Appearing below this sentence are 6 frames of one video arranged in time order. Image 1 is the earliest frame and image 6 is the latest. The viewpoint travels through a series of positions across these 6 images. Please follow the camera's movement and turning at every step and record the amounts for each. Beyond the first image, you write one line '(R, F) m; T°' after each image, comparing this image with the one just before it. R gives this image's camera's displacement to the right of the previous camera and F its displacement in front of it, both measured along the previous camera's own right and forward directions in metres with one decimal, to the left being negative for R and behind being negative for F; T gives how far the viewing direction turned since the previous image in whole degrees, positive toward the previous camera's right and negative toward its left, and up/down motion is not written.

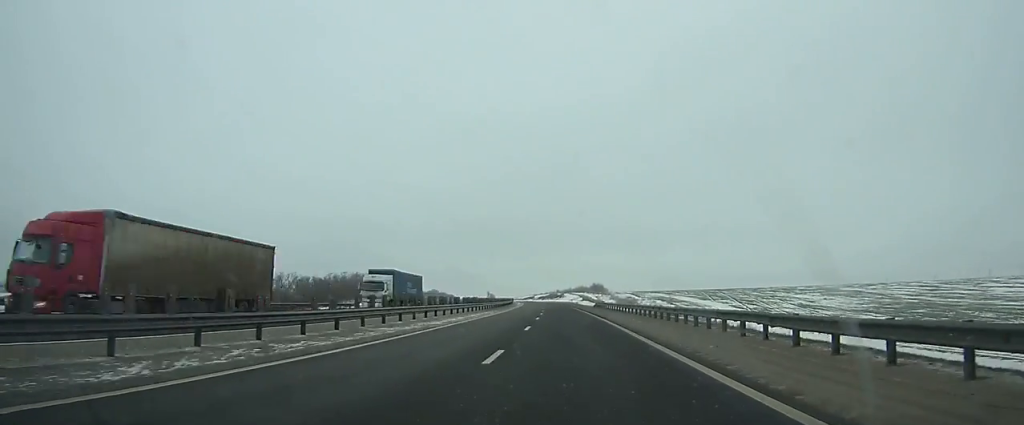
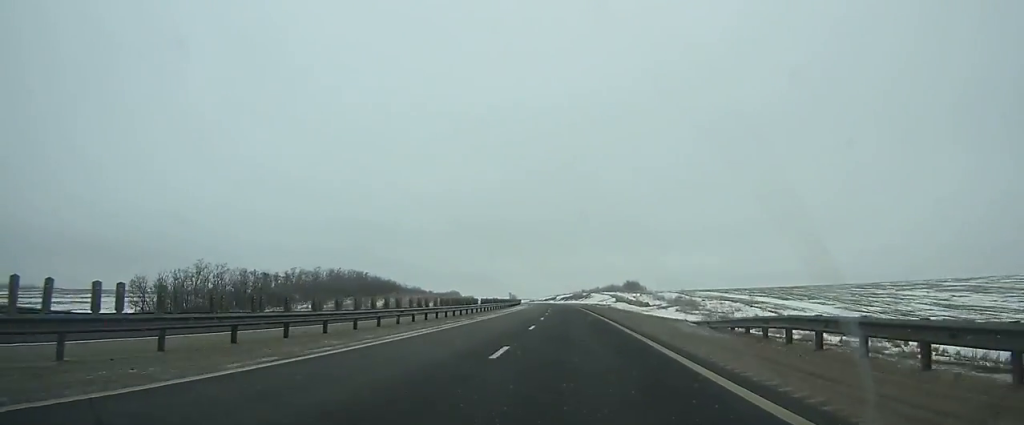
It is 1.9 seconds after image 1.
(-0.8, +57.8) m; -2°
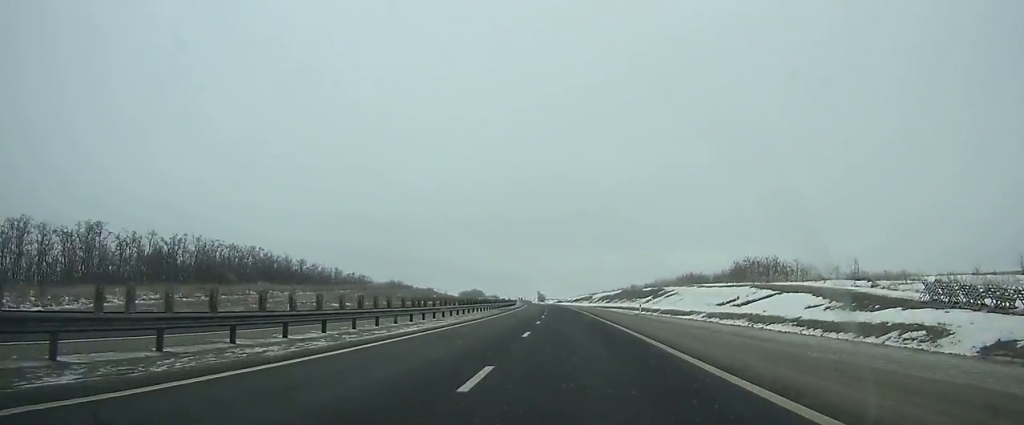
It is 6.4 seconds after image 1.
(-4.4, +135.3) m; -4°
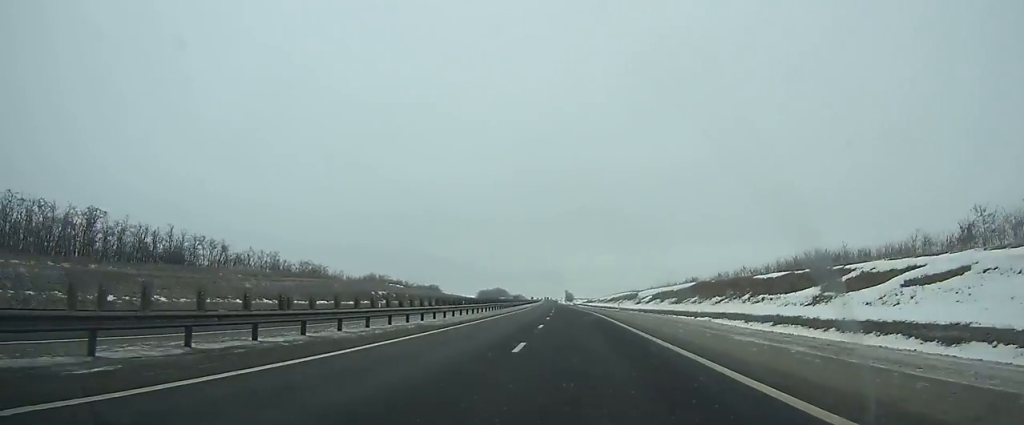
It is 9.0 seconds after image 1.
(-1.8, +77.8) m; -2°
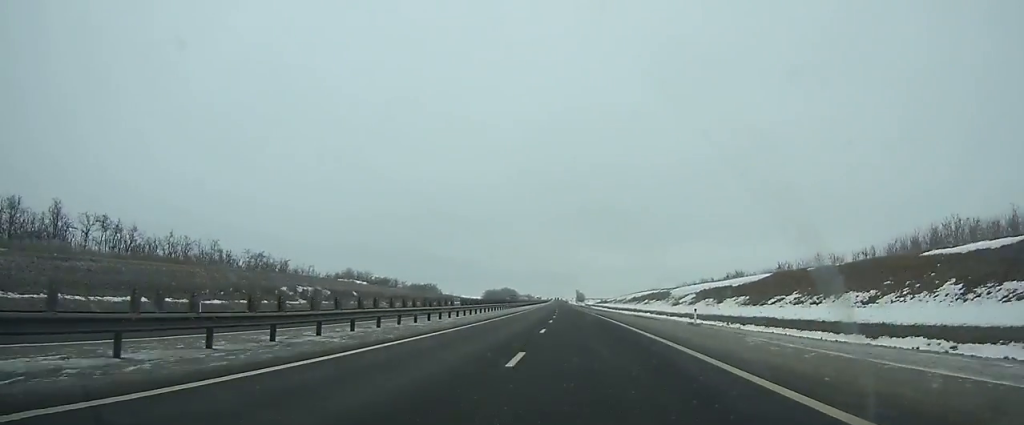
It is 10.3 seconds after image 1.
(-0.2, +39.1) m; -1°
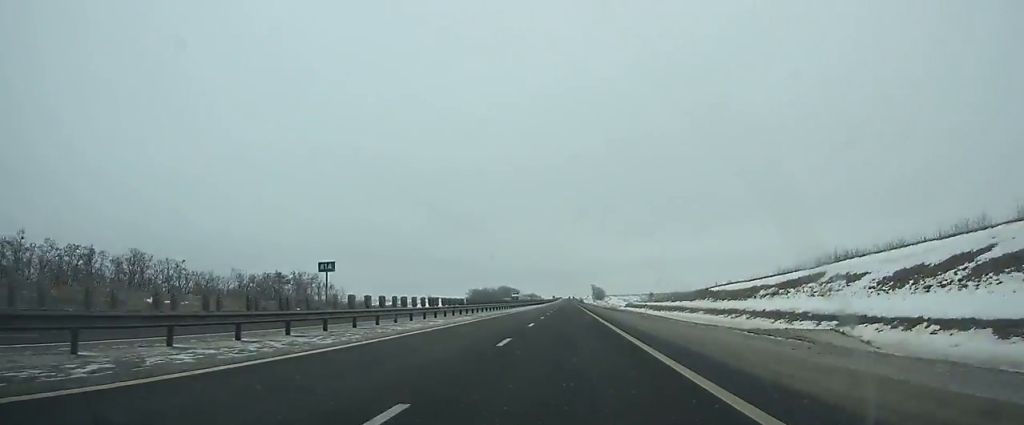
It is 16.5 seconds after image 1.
(-3.9, +192.9) m; -1°
